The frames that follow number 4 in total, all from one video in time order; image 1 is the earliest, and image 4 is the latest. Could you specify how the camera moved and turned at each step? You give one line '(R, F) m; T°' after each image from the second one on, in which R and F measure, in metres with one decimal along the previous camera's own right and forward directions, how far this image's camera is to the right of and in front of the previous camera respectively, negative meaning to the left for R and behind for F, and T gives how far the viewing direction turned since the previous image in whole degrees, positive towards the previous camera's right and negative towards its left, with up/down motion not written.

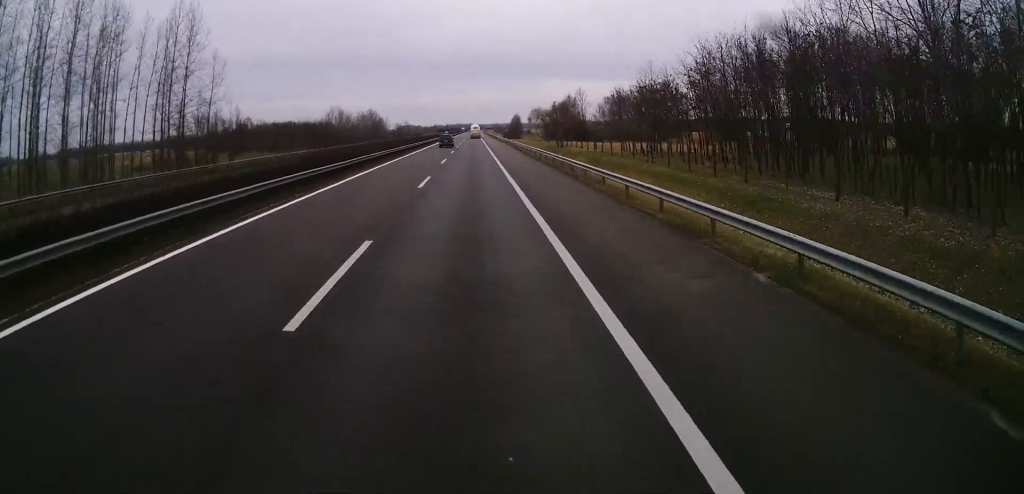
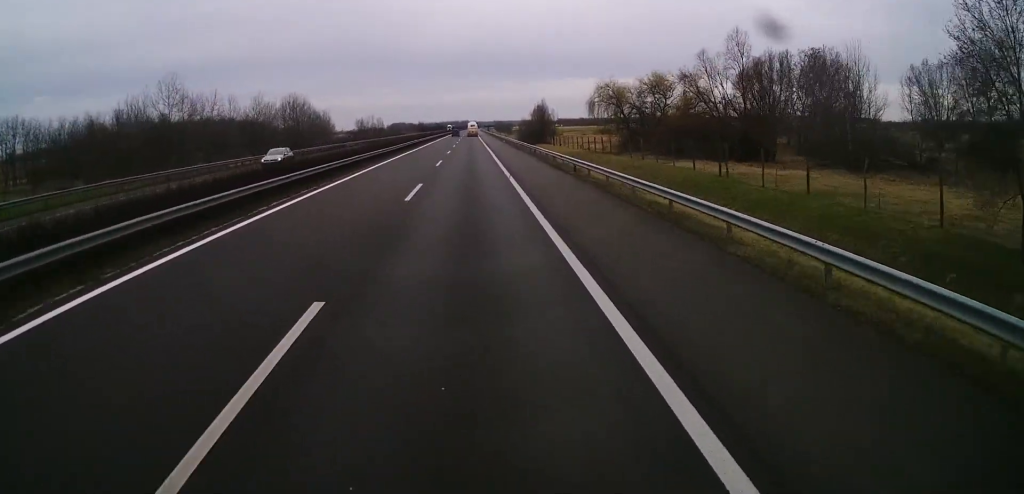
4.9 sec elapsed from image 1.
(-0.5, +112.1) m; 0°
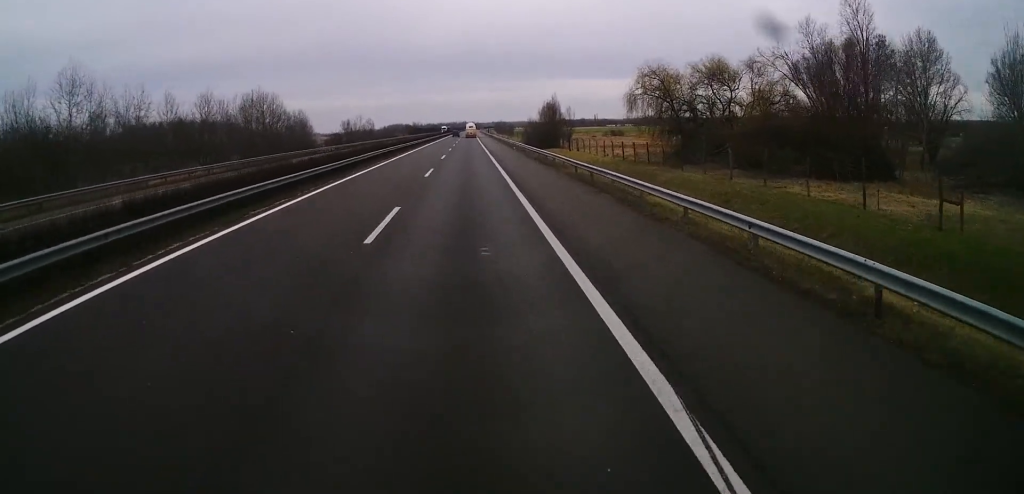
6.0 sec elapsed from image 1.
(+0.1, +25.4) m; 0°
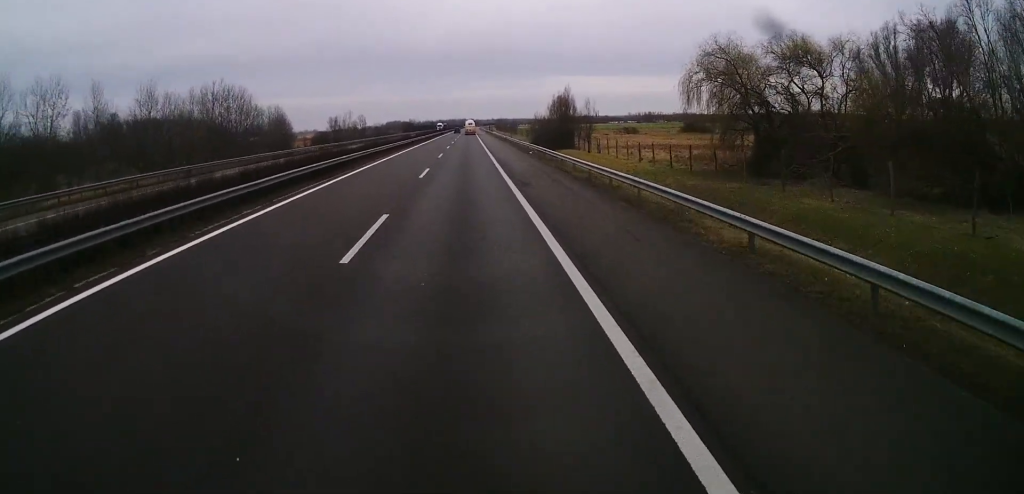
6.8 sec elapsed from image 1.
(-0.1, +20.0) m; 0°
